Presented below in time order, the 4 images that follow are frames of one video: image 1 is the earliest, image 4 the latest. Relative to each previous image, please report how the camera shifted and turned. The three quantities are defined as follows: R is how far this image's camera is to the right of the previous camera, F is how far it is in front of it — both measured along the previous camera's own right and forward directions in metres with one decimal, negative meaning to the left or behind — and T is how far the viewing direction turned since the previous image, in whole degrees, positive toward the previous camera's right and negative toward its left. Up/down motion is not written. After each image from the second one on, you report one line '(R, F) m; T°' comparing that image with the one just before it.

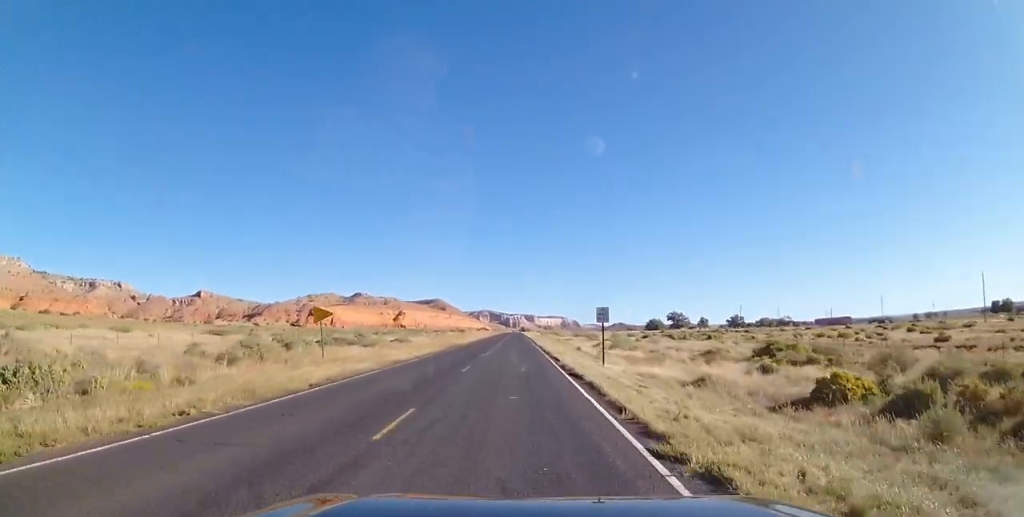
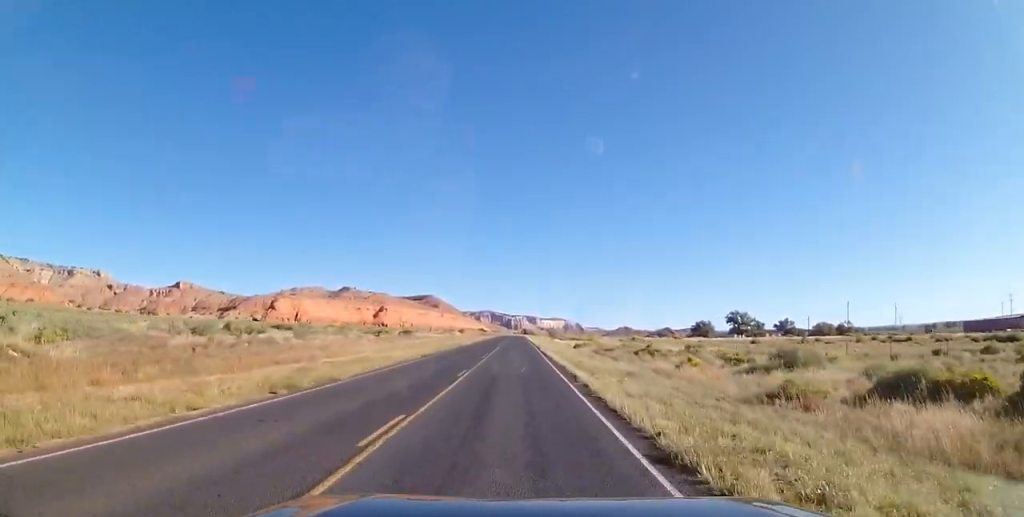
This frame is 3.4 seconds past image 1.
(+0.1, +85.6) m; 0°
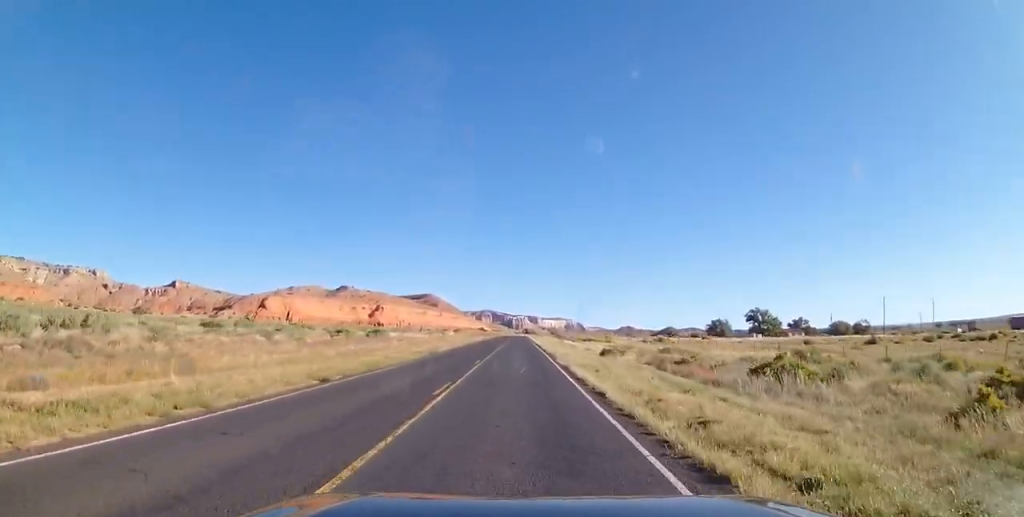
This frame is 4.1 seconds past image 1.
(0.0, +18.5) m; 0°
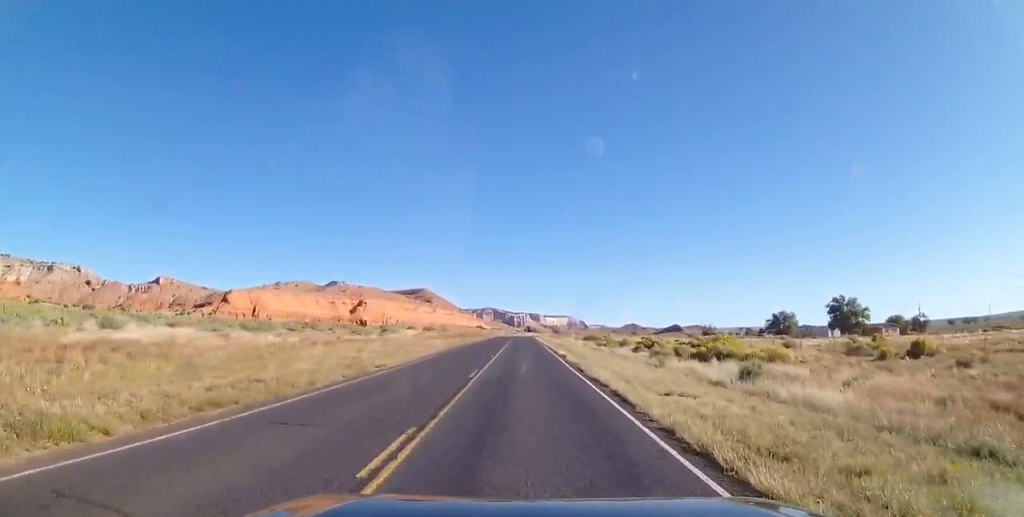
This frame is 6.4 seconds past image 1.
(0.0, +56.2) m; 0°
